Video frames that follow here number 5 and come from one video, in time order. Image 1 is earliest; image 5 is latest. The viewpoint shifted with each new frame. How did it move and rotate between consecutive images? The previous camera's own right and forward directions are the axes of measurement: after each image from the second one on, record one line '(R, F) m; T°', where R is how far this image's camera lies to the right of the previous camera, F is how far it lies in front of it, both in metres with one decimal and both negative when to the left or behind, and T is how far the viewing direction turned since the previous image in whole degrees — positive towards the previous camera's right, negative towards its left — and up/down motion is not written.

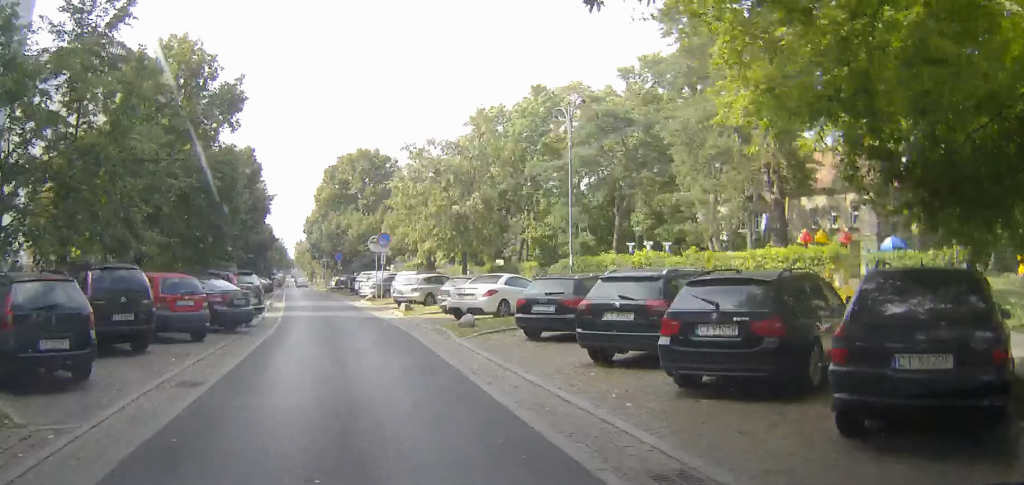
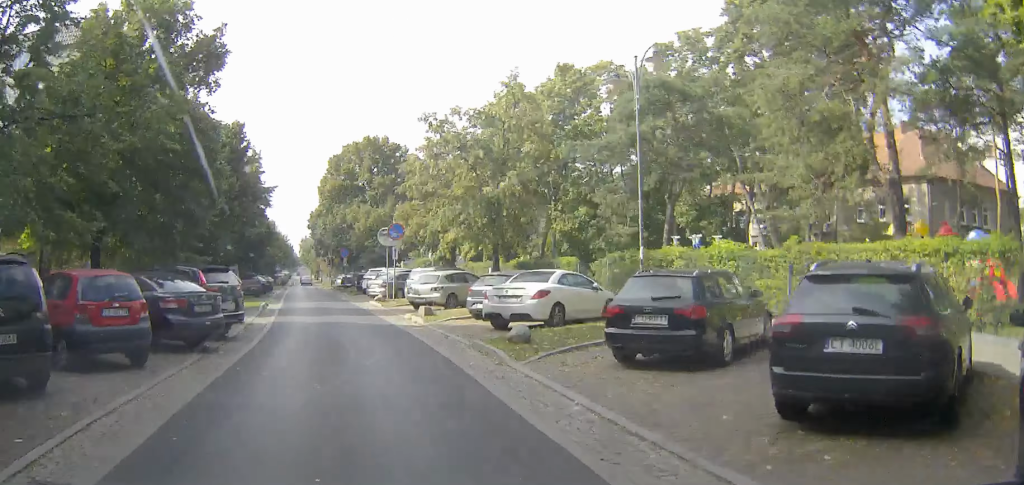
(0.0, +5.1) m; 0°
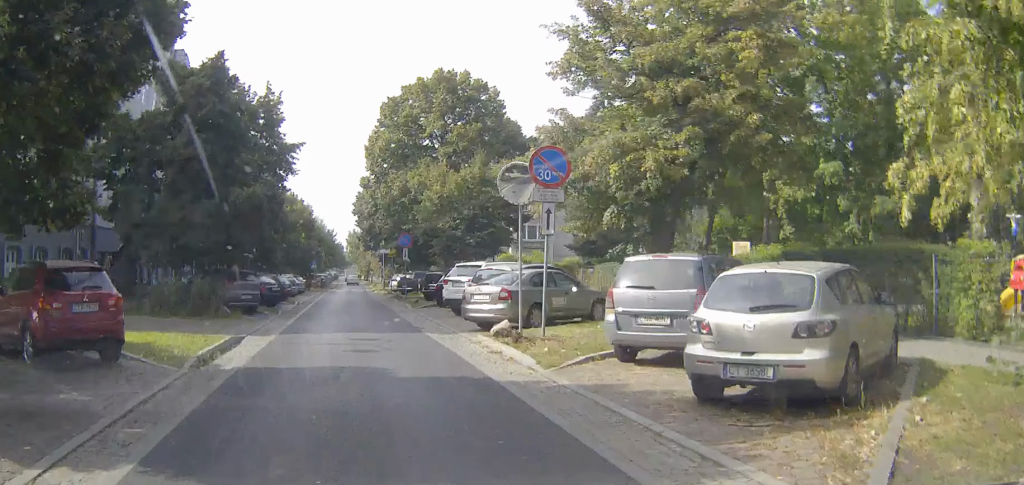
(0.0, +19.2) m; +1°
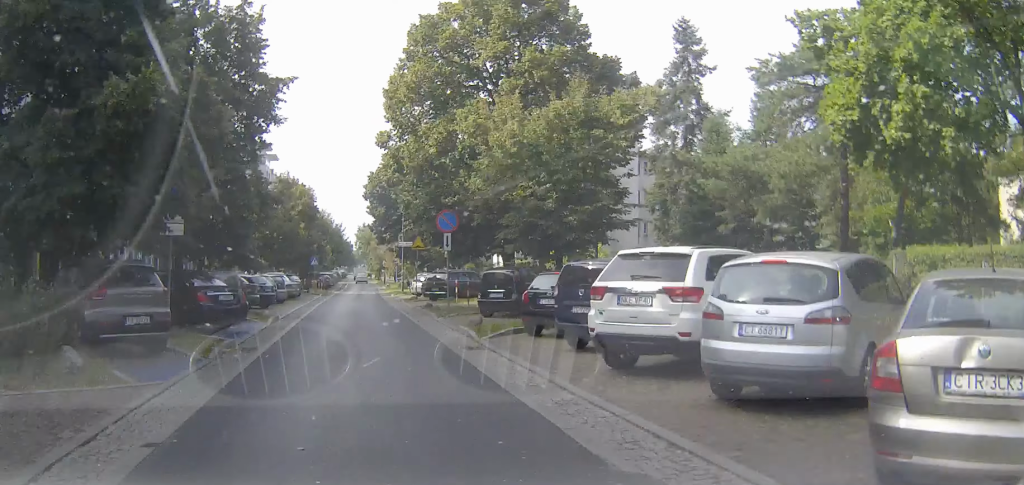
(+0.3, +14.7) m; +1°
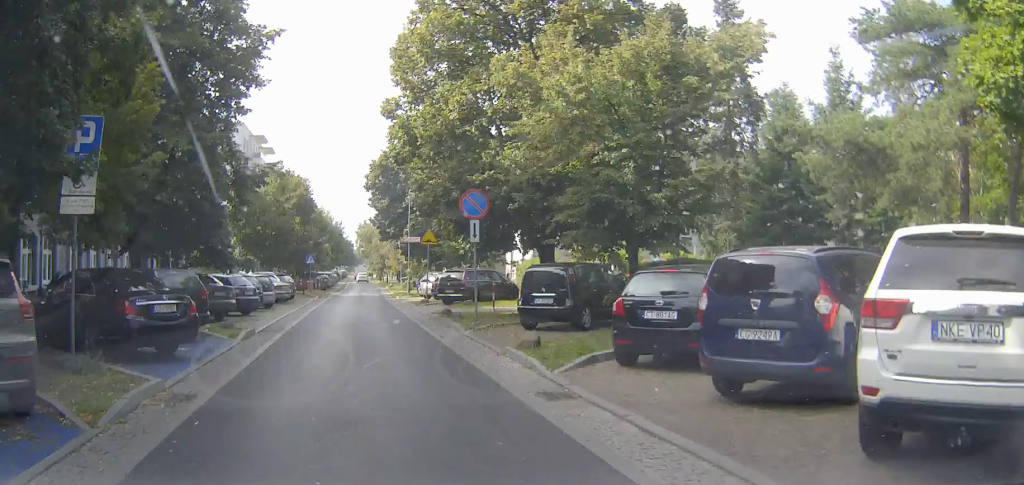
(0.0, +6.1) m; 0°
